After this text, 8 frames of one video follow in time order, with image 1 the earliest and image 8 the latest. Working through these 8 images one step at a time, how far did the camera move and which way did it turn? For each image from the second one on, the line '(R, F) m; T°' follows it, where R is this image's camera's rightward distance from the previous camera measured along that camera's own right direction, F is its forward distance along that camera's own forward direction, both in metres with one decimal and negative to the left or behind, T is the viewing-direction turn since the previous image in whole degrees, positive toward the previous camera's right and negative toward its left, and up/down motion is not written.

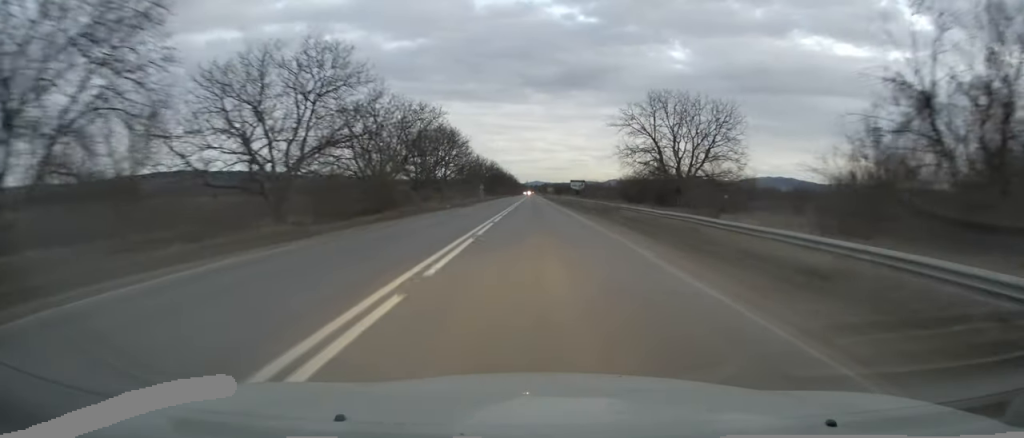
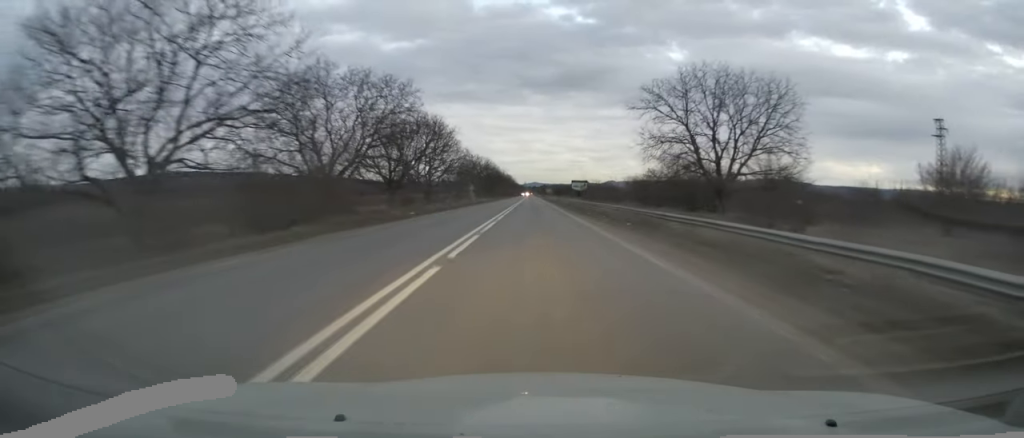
(-0.2, +12.9) m; 0°
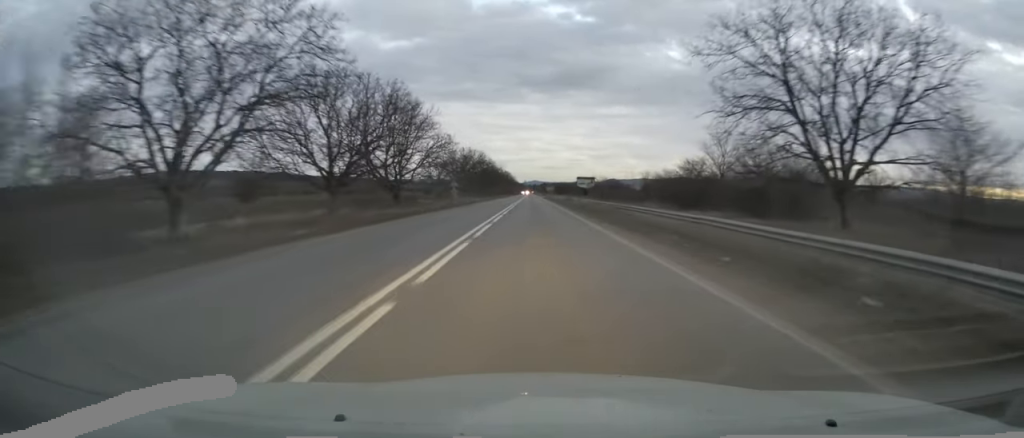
(+0.3, +18.4) m; 0°
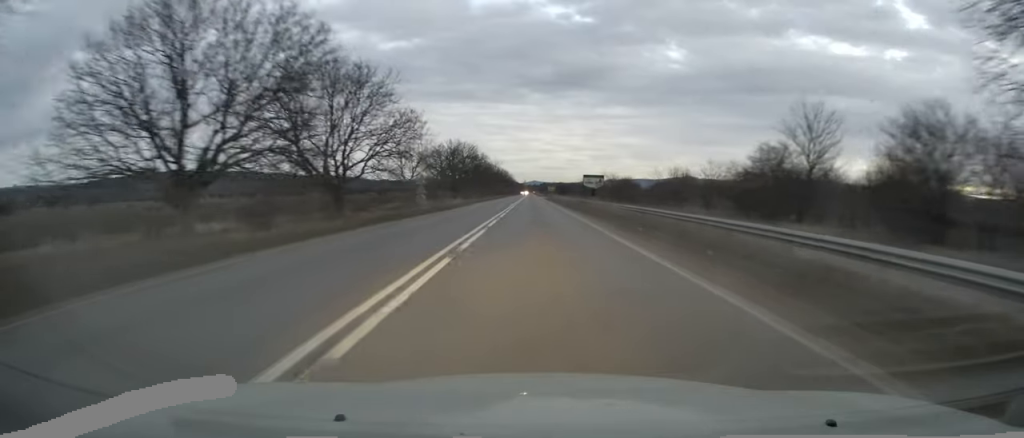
(-0.2, +19.1) m; 0°
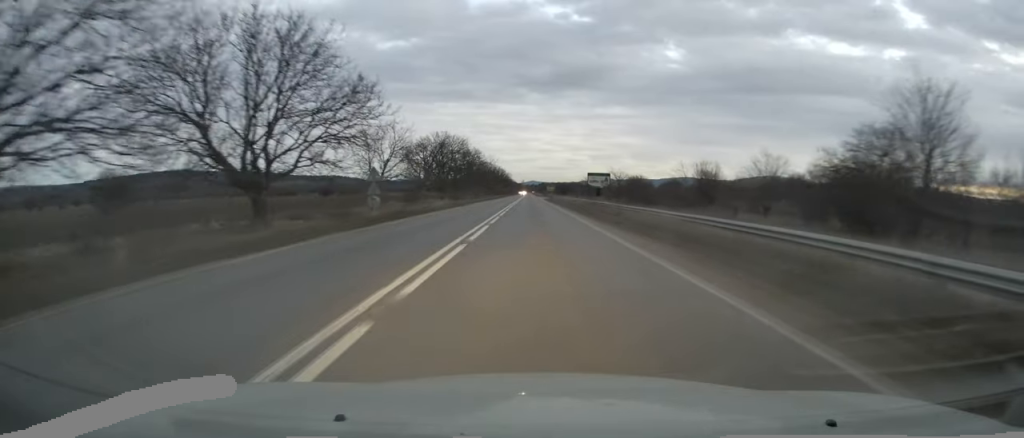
(0.0, +12.9) m; 0°
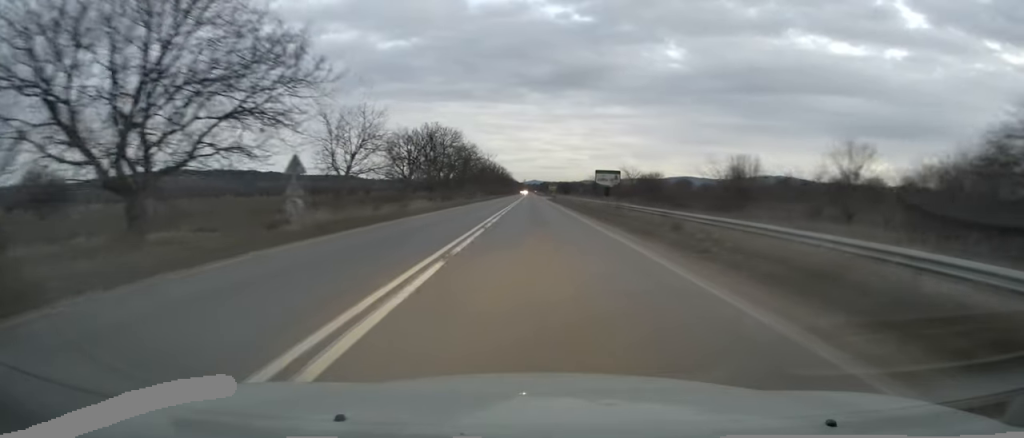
(+0.1, +10.9) m; 0°
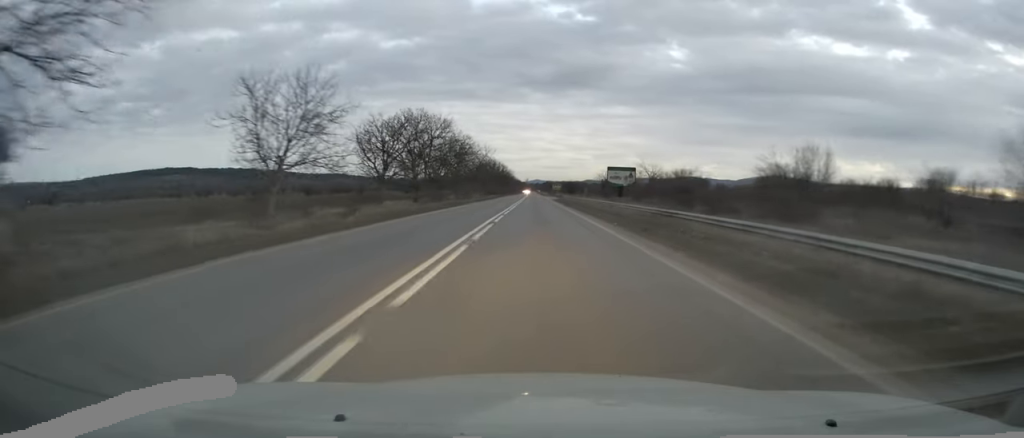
(0.0, +13.0) m; 0°
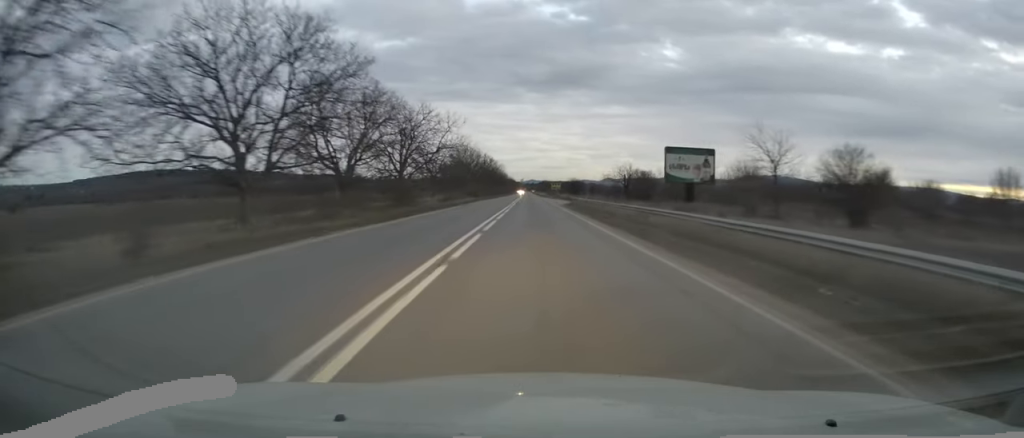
(+0.4, +42.3) m; +1°
